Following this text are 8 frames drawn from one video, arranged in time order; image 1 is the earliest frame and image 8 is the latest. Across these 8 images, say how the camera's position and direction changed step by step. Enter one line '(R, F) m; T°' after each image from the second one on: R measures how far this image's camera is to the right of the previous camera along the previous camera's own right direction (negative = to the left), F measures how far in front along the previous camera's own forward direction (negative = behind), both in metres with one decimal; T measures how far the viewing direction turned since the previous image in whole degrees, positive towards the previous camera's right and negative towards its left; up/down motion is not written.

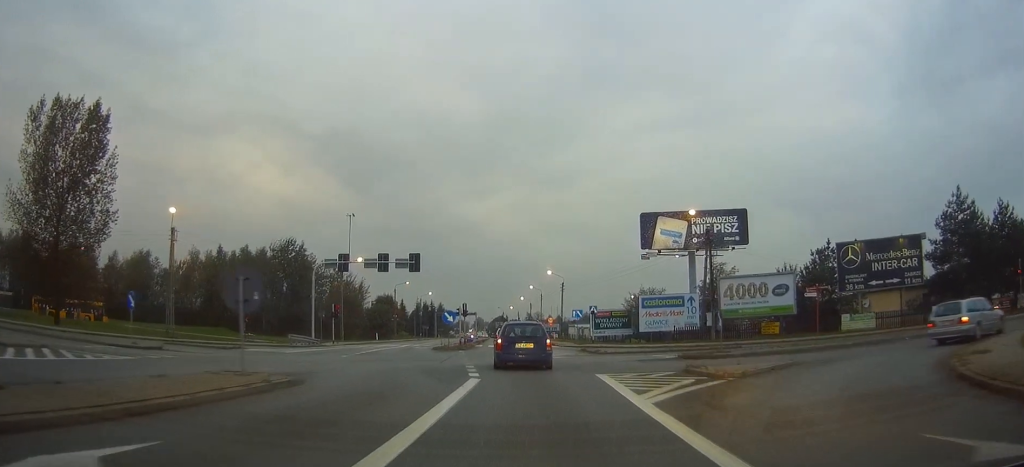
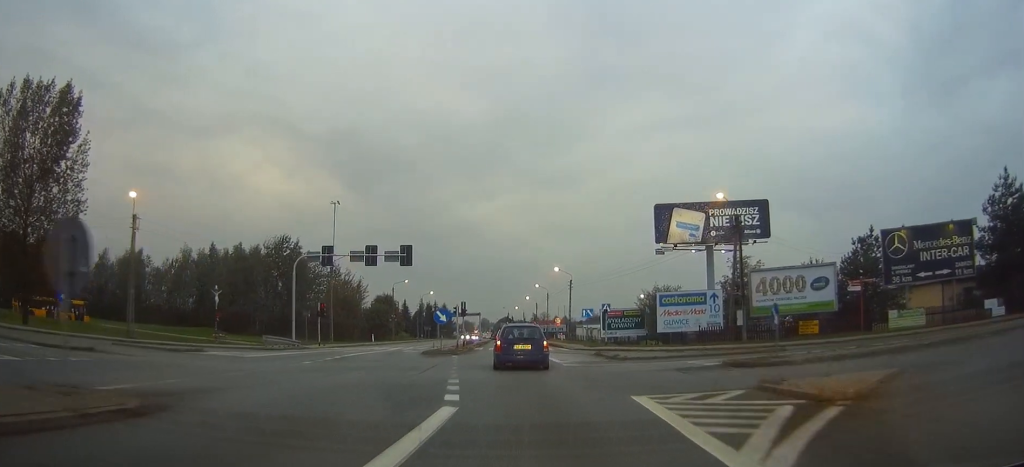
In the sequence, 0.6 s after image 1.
(0.0, +5.5) m; 0°
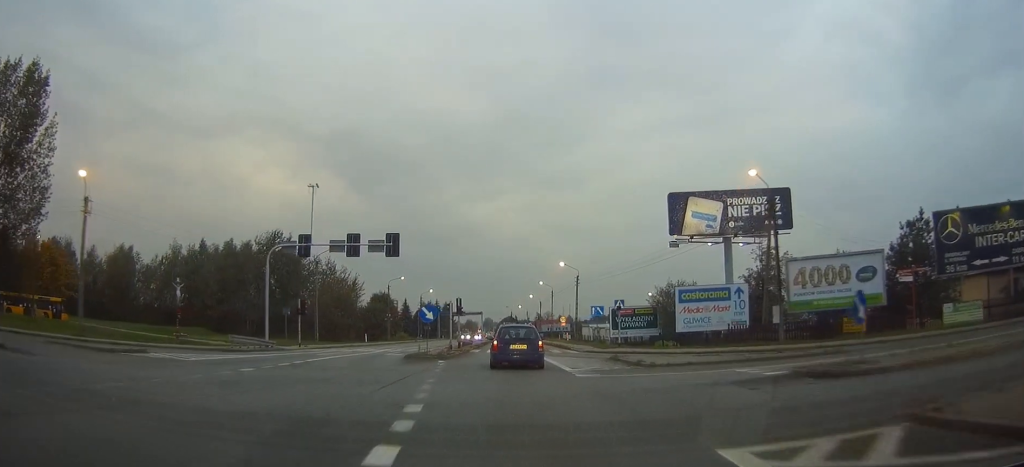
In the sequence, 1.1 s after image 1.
(+0.1, +5.1) m; 0°
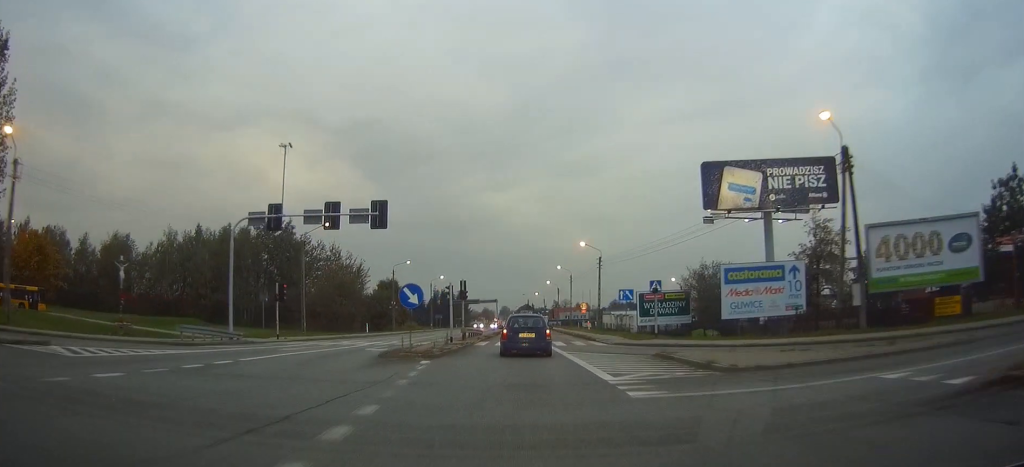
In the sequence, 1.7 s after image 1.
(-0.1, +7.1) m; -1°
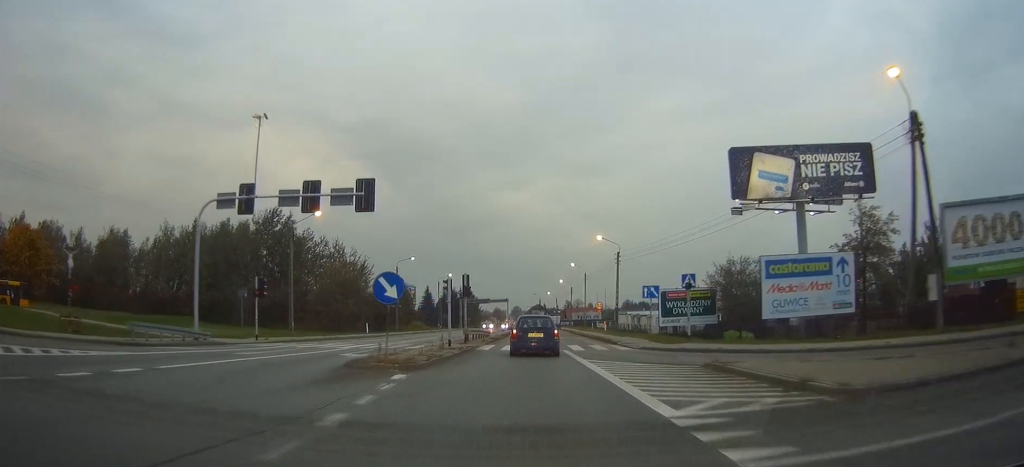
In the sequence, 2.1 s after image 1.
(0.0, +5.0) m; -1°
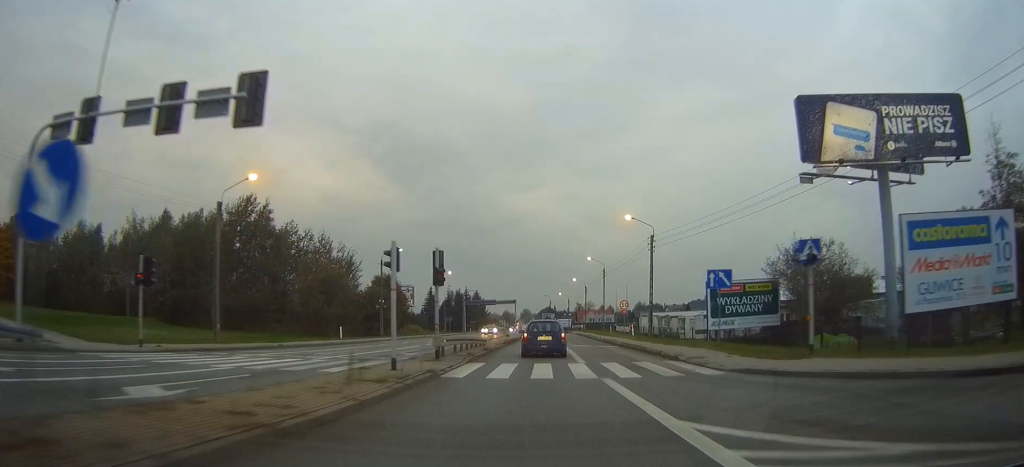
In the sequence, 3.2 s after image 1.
(-0.3, +13.6) m; -1°
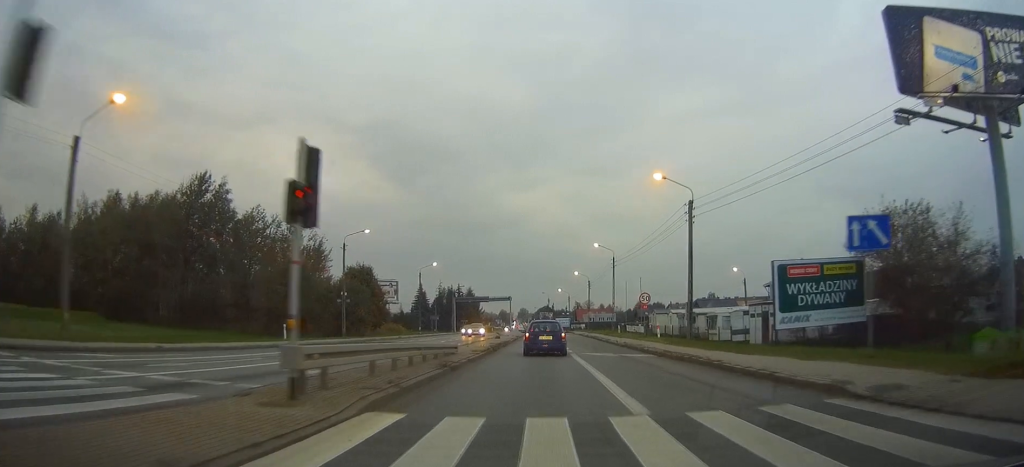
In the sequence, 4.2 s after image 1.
(+0.1, +13.5) m; +1°
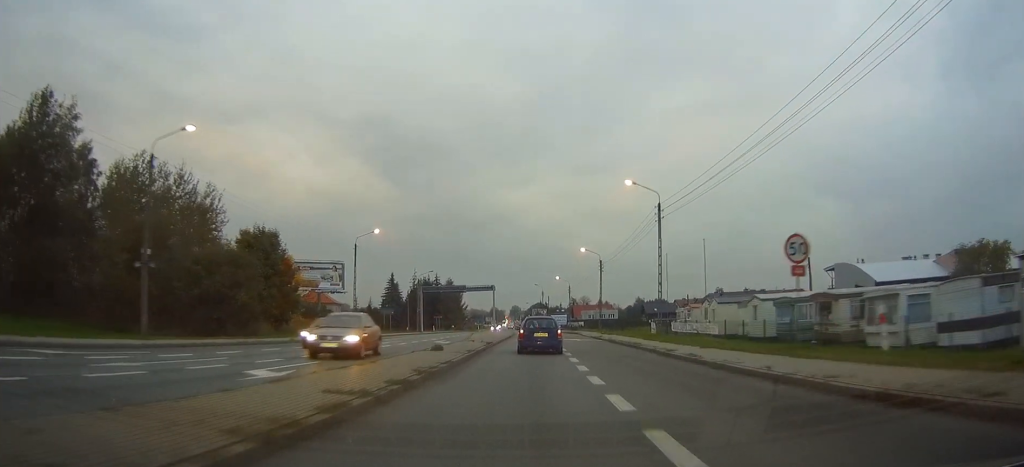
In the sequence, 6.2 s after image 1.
(+0.1, +29.4) m; 0°
